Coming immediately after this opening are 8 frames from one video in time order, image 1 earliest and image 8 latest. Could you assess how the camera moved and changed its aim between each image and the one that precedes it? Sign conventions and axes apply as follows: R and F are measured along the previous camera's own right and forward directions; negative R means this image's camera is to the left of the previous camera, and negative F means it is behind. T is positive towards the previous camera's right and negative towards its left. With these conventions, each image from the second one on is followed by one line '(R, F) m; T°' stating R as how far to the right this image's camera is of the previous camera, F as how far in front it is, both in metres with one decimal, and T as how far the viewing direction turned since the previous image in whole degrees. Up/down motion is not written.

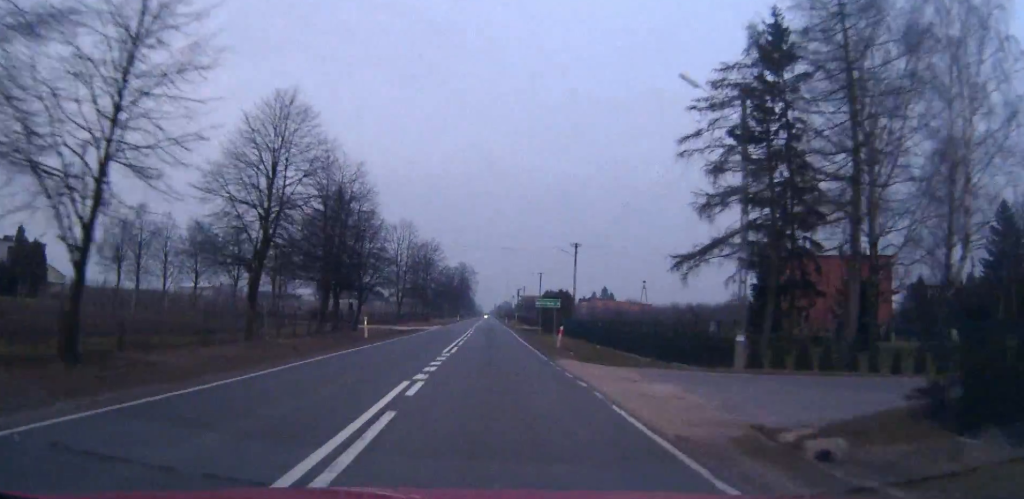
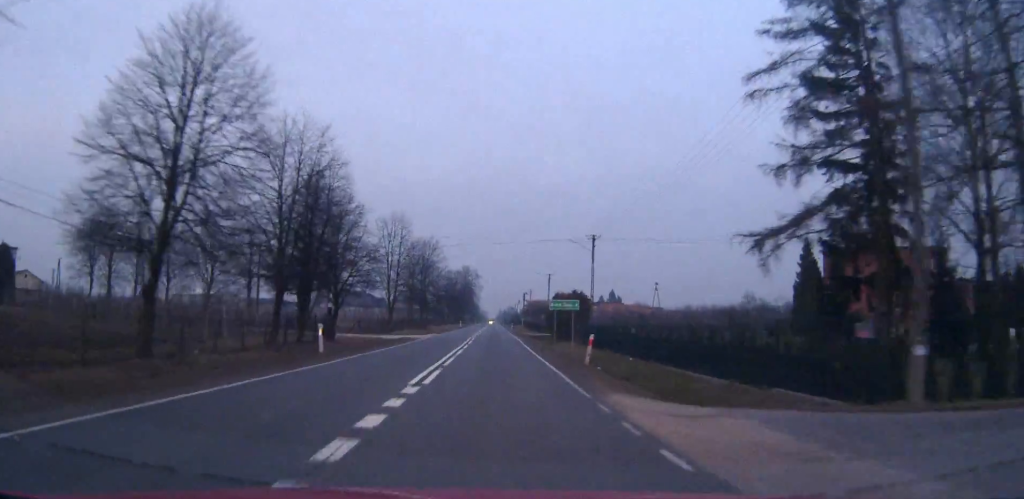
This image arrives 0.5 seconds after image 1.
(-0.1, +9.4) m; -1°
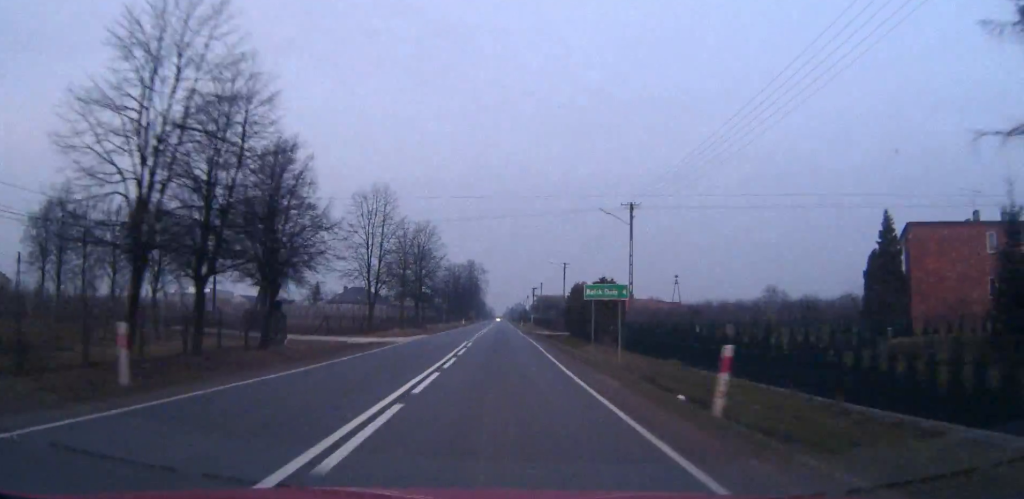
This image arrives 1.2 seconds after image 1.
(-0.3, +13.8) m; -1°
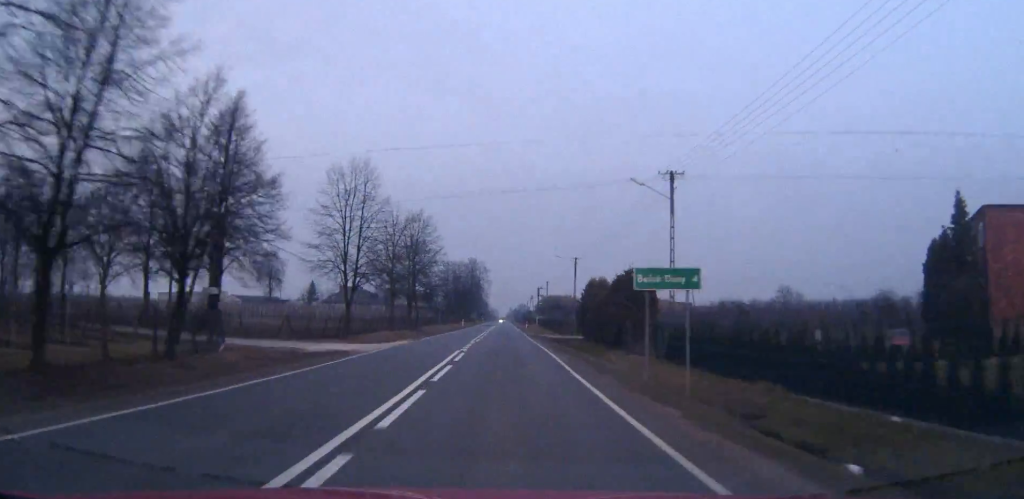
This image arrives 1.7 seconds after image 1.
(-0.1, +9.5) m; 0°
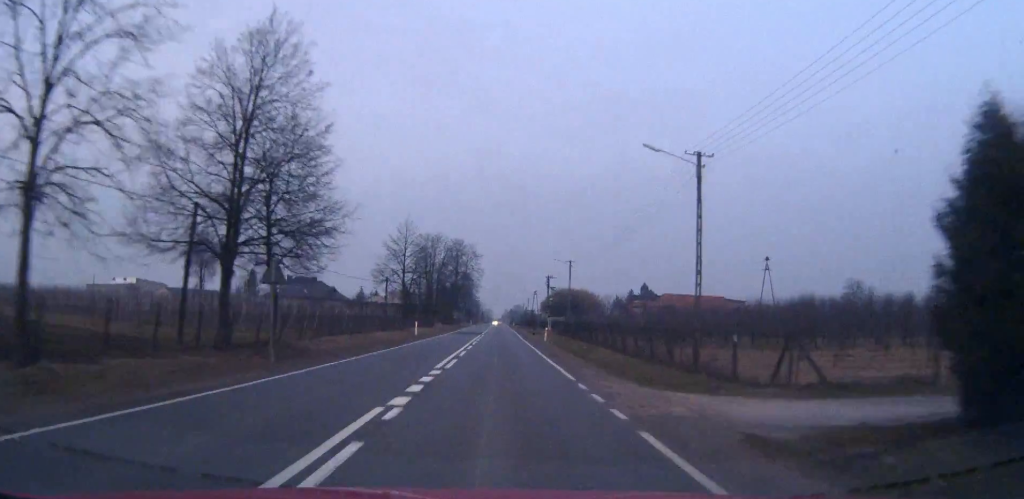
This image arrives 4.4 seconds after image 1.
(+0.1, +50.7) m; 0°
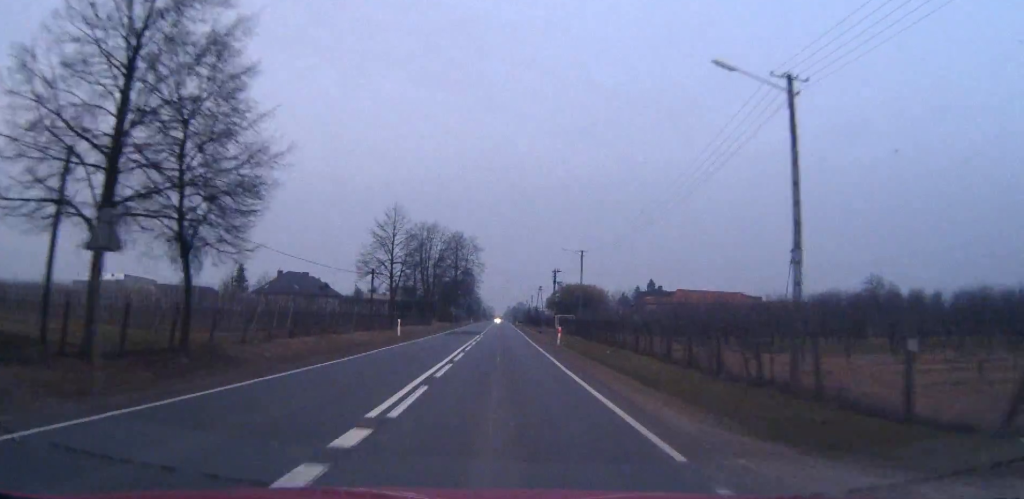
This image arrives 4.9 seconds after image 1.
(0.0, +9.5) m; 0°
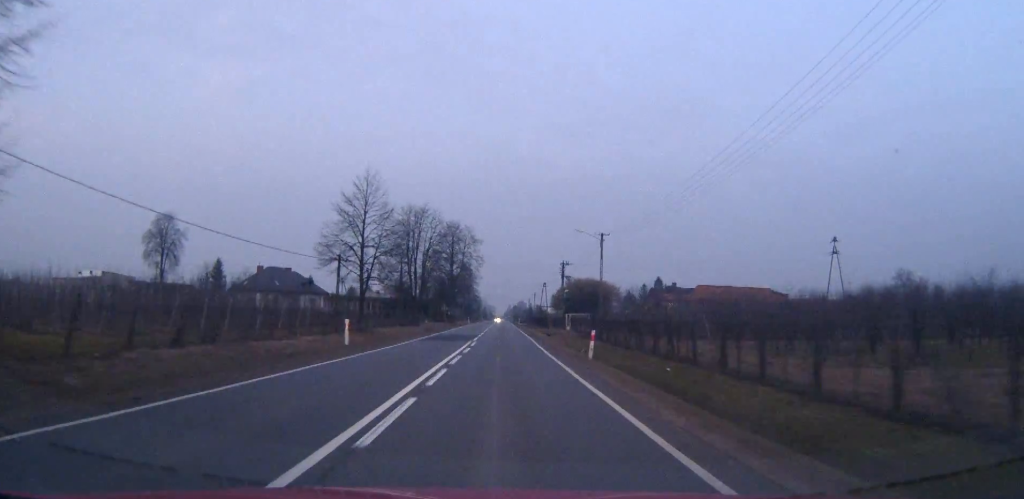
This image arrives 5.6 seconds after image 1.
(0.0, +13.9) m; 0°
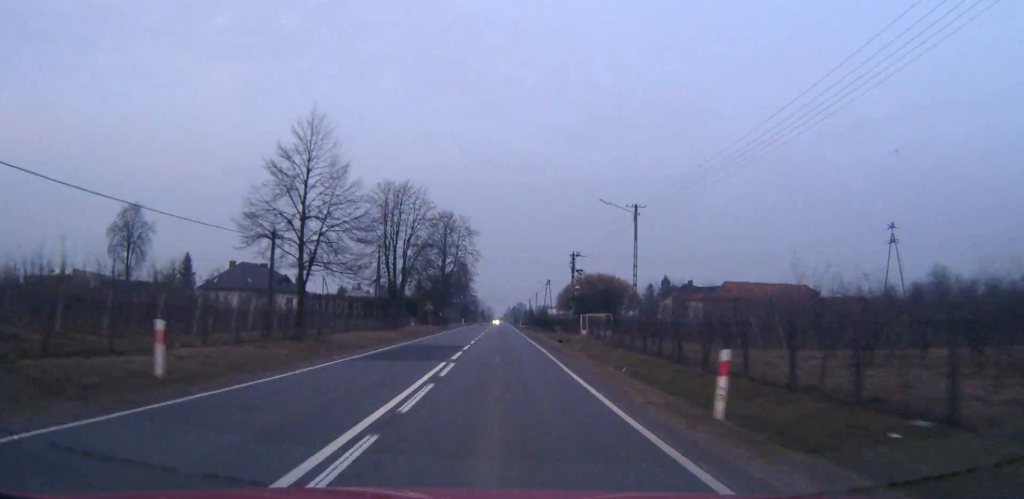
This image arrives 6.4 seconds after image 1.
(0.0, +15.2) m; 0°
